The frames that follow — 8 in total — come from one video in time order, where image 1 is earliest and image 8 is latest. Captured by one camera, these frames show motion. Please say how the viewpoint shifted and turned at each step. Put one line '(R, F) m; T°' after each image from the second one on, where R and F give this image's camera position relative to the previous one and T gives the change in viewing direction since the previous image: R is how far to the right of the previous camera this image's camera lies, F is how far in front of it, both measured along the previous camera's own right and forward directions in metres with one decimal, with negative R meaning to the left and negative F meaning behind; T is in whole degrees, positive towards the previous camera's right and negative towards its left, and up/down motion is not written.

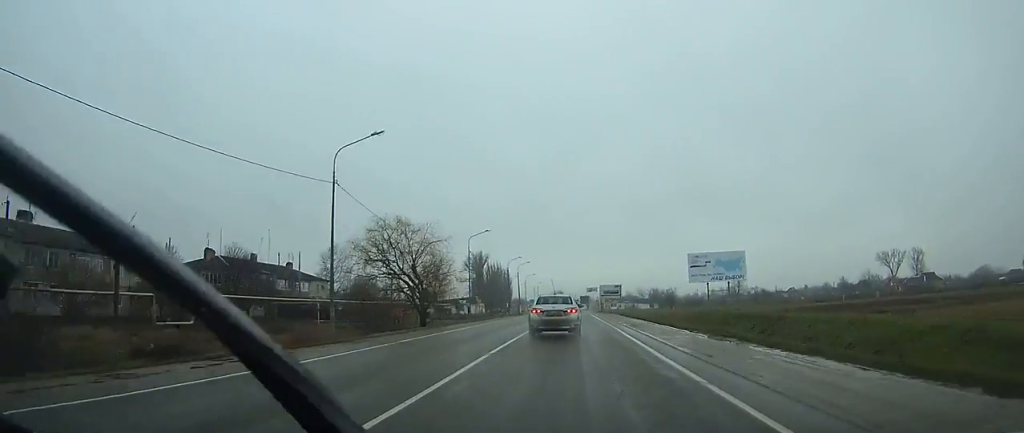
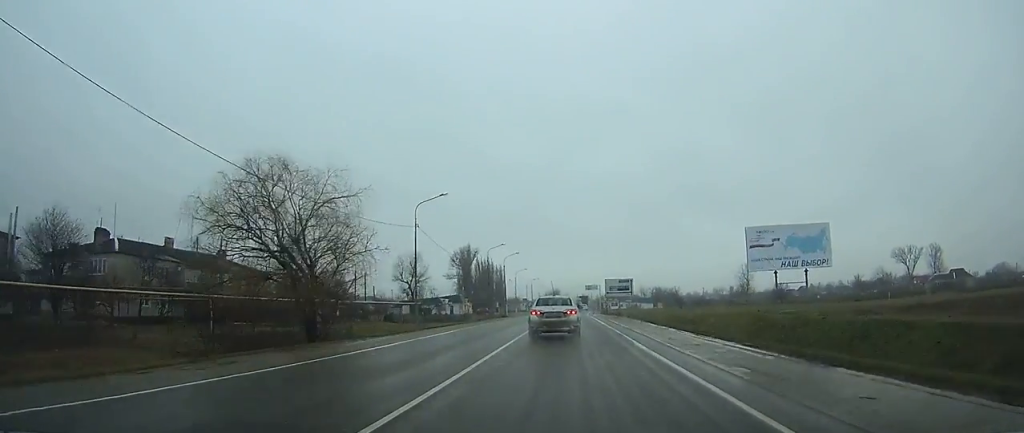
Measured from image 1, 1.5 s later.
(-0.1, +21.4) m; 0°
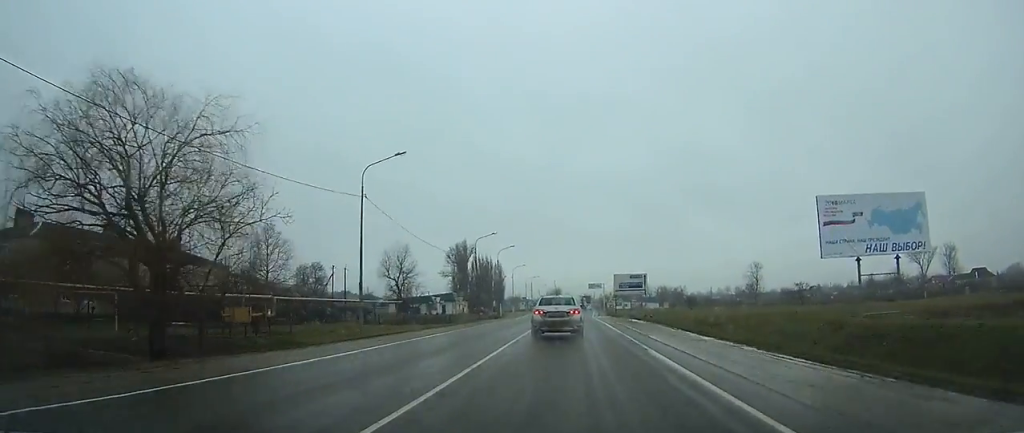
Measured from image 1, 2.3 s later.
(0.0, +11.8) m; 0°
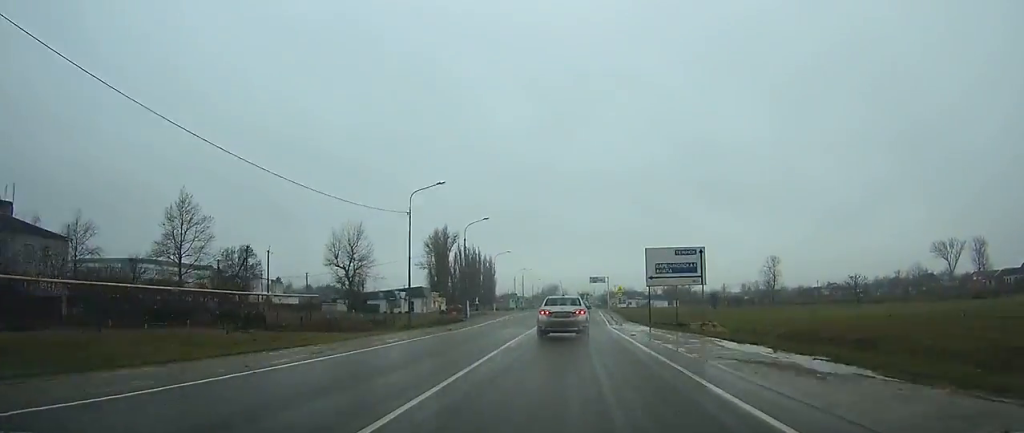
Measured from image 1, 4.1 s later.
(0.0, +27.9) m; +1°
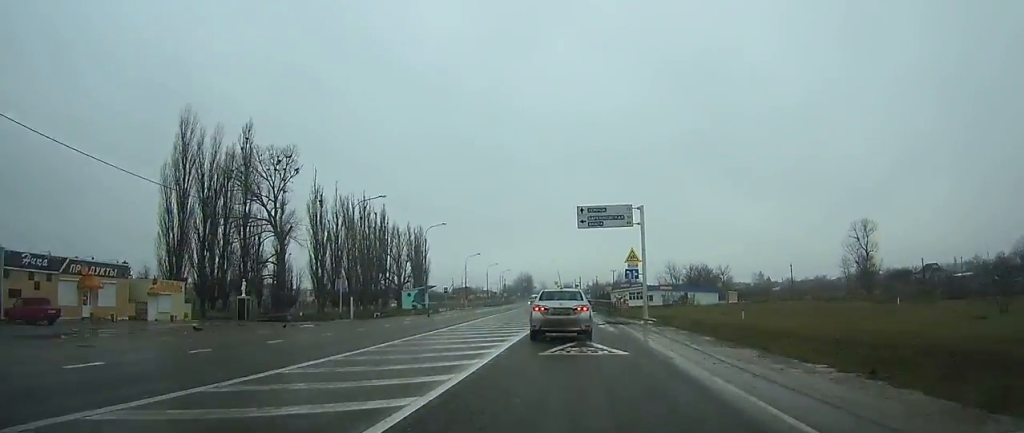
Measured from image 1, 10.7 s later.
(+2.5, +96.0) m; +1°
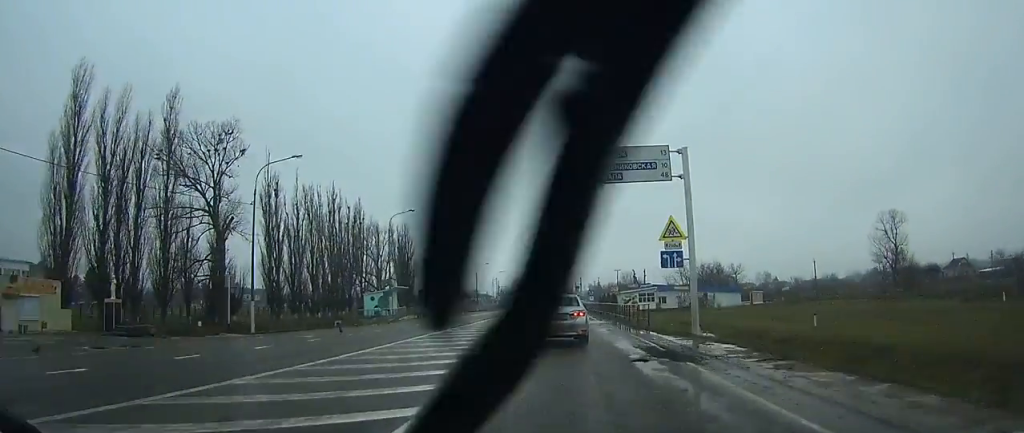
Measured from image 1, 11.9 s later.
(-0.1, +16.2) m; 0°
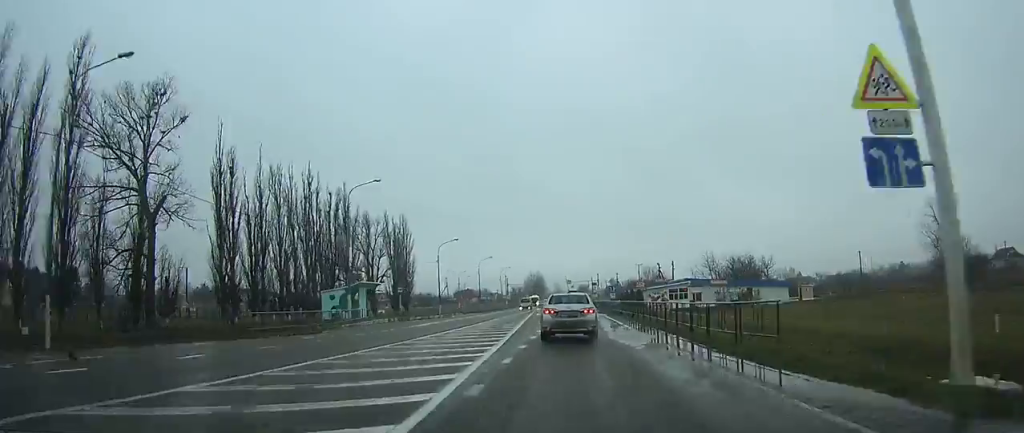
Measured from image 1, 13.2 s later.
(0.0, +16.7) m; 0°
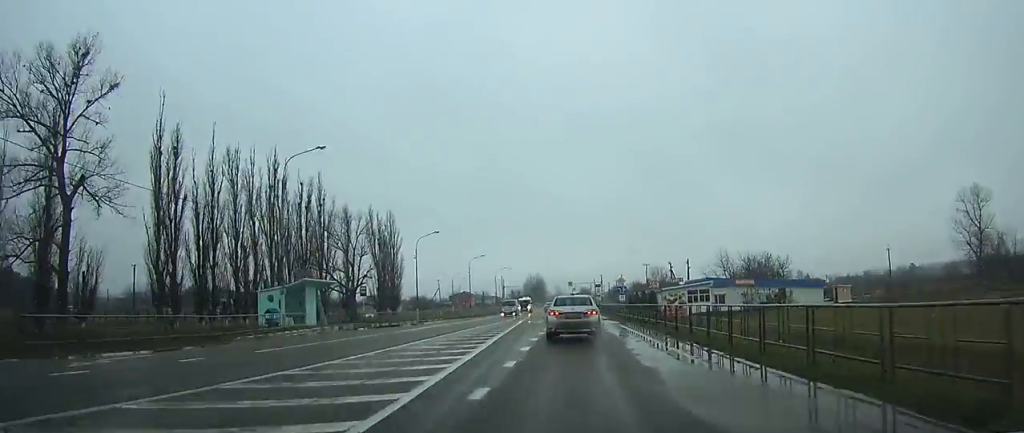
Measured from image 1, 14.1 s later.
(+0.1, +12.2) m; 0°
